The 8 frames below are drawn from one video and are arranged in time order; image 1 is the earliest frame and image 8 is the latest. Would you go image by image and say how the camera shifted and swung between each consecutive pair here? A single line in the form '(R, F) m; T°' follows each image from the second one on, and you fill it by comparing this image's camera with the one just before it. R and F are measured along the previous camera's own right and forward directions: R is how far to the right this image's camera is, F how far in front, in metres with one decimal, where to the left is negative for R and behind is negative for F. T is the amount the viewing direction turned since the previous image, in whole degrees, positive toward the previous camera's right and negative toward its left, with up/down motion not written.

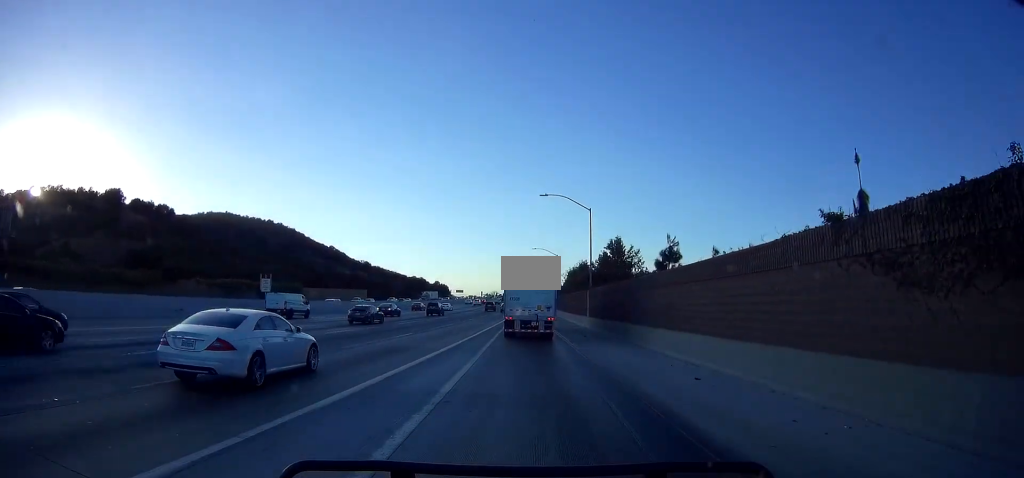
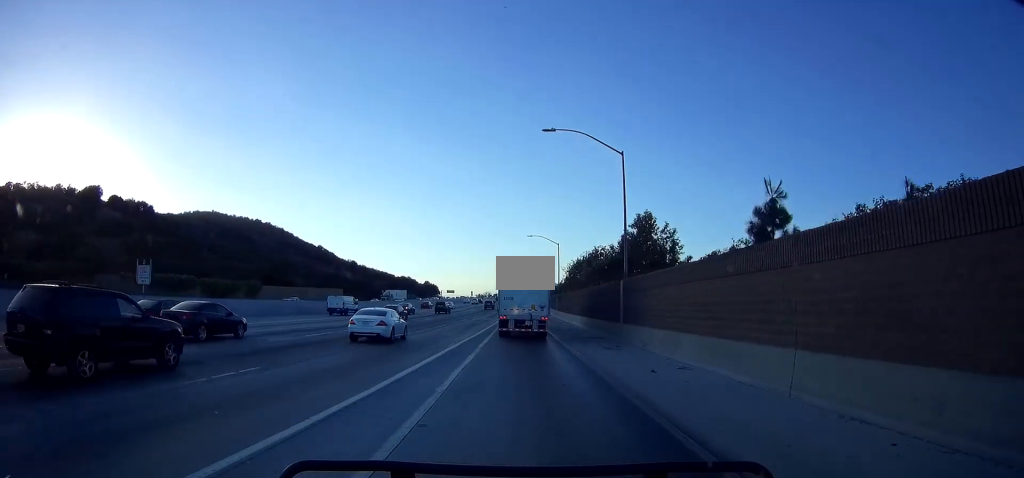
(+0.2, +17.2) m; 0°
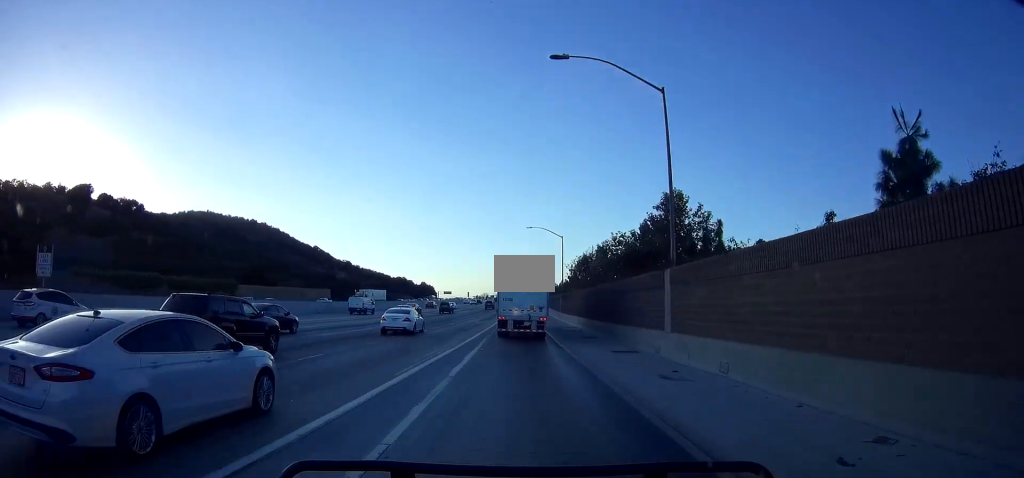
(+0.1, +8.9) m; 0°
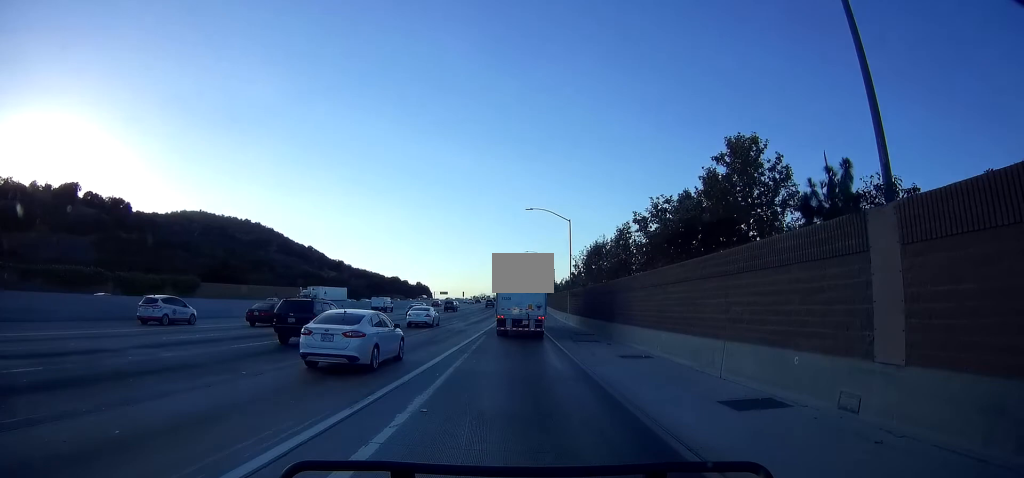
(-0.3, +12.2) m; -2°
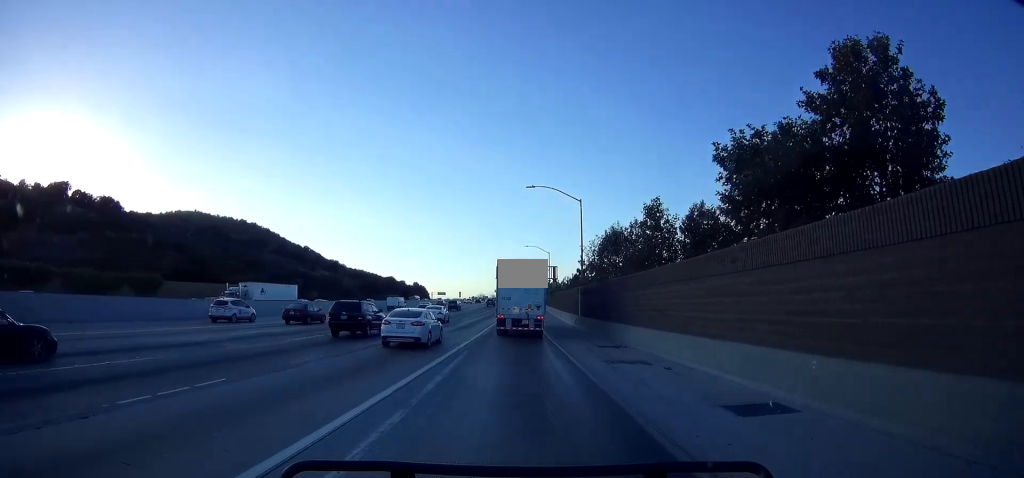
(0.0, +10.2) m; 0°
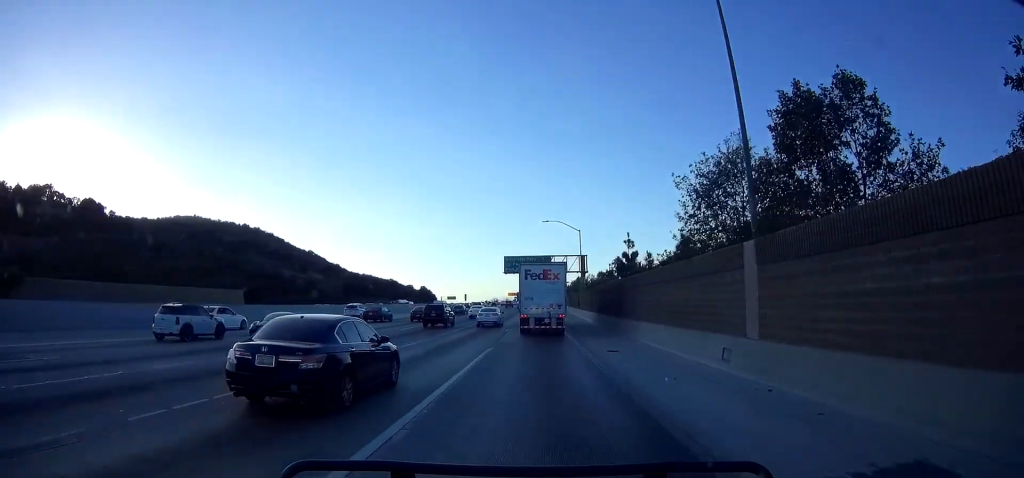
(+0.4, +30.0) m; +1°
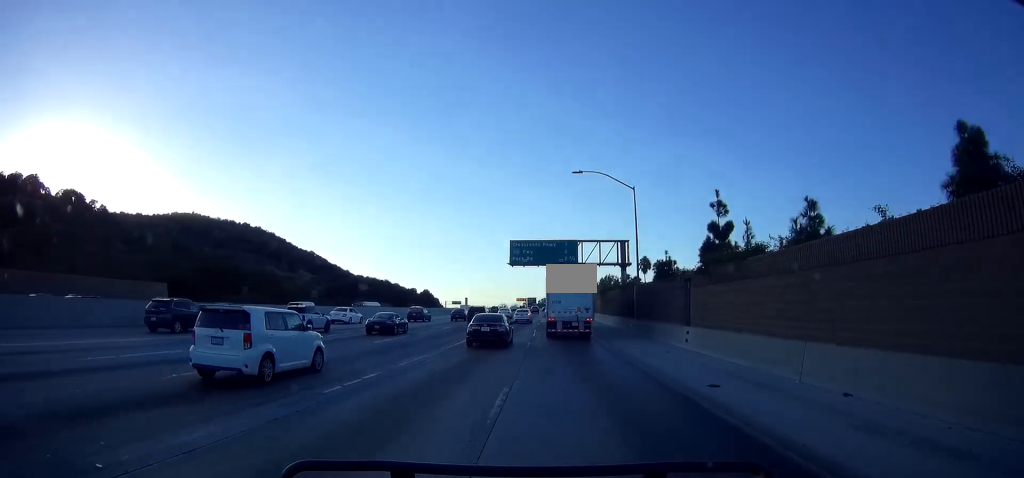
(-0.5, +25.5) m; -2°
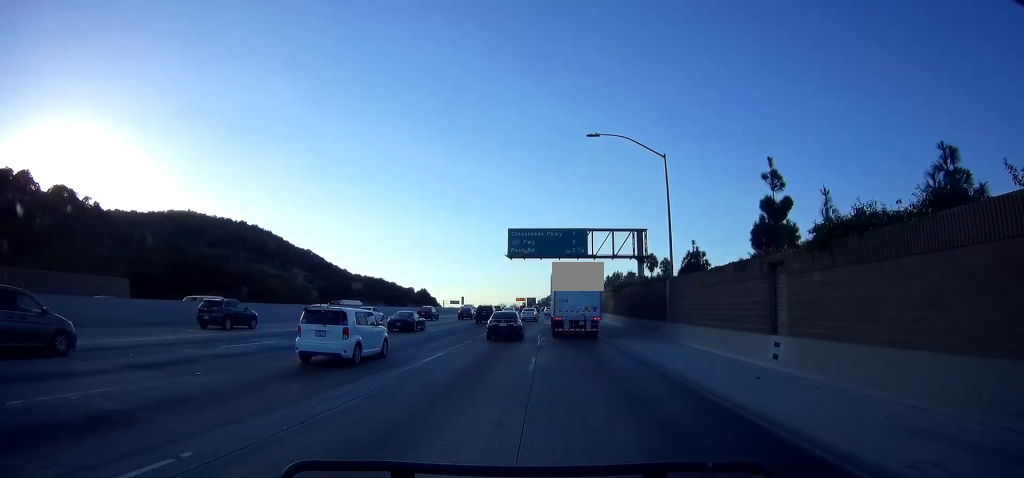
(0.0, +8.4) m; 0°
